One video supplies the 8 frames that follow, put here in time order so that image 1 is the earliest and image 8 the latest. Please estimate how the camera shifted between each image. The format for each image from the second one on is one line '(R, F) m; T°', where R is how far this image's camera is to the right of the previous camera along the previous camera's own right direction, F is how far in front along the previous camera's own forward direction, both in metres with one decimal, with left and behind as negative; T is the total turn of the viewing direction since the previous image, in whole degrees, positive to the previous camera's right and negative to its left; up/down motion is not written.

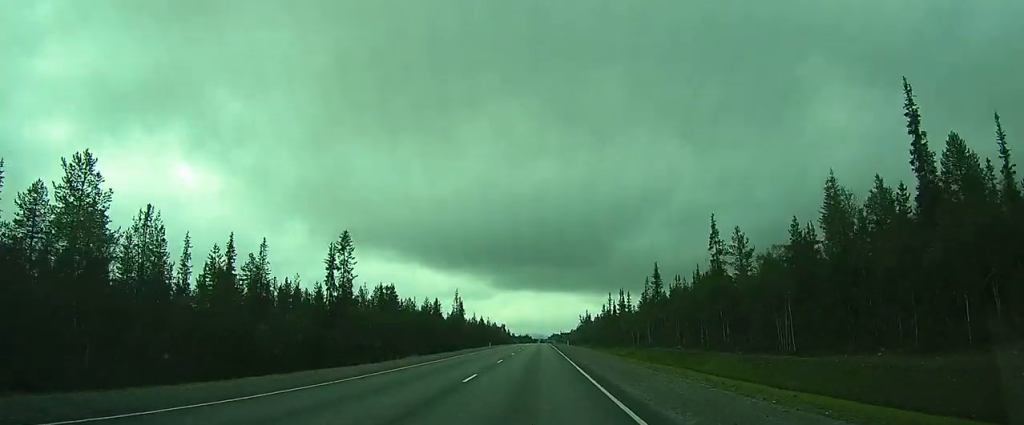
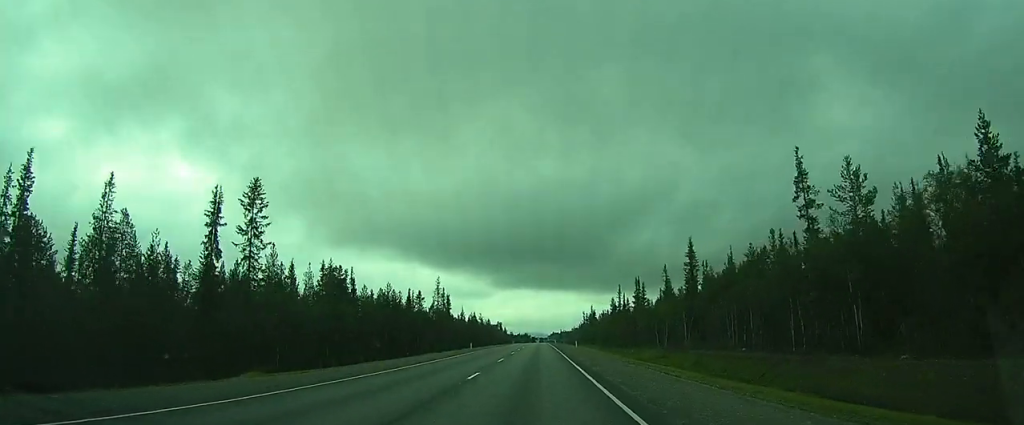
(0.0, +28.5) m; 0°
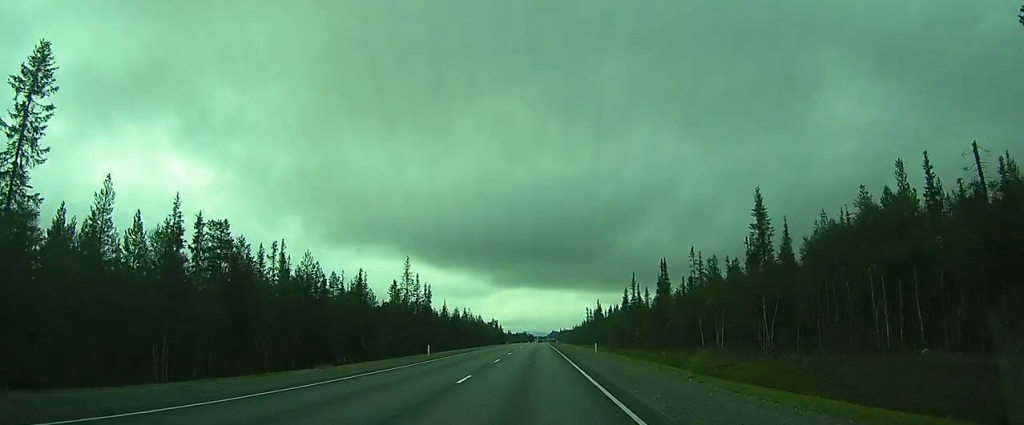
(-0.2, +28.4) m; 0°
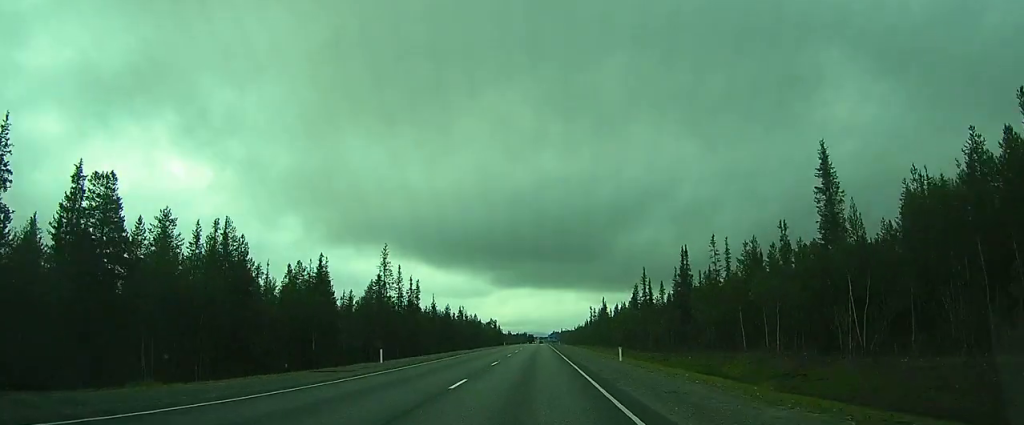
(0.0, +14.0) m; 0°
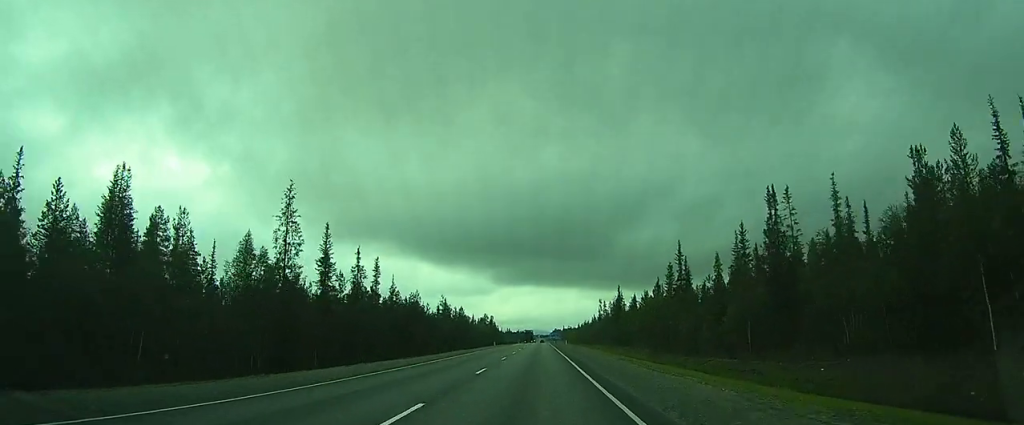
(+0.3, +30.9) m; +1°
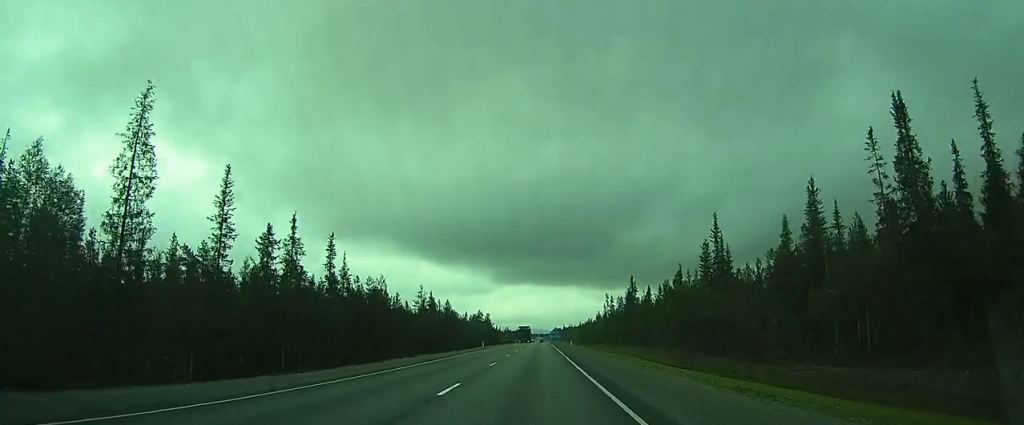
(0.0, +19.2) m; 0°
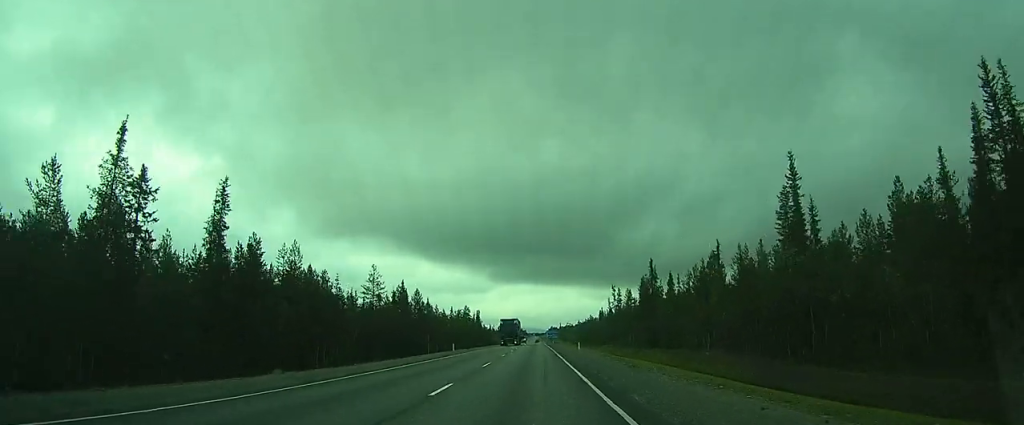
(-0.2, +24.1) m; 0°
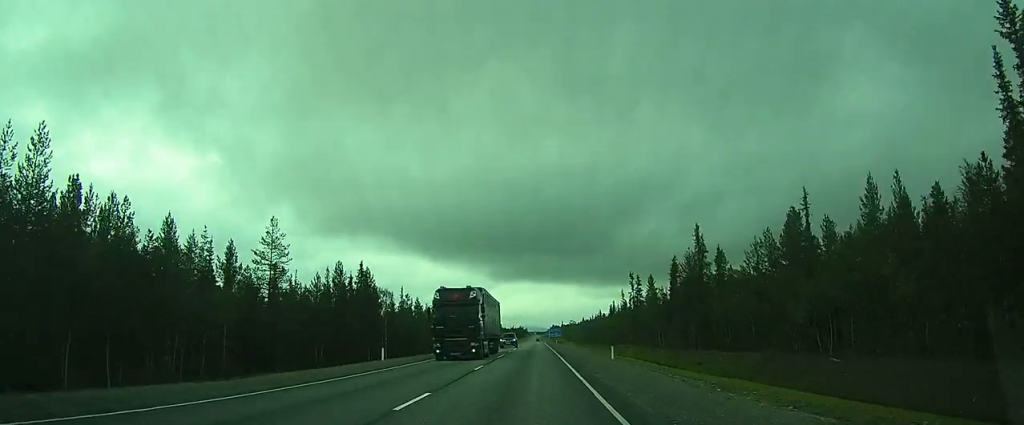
(+0.4, +26.9) m; +1°
